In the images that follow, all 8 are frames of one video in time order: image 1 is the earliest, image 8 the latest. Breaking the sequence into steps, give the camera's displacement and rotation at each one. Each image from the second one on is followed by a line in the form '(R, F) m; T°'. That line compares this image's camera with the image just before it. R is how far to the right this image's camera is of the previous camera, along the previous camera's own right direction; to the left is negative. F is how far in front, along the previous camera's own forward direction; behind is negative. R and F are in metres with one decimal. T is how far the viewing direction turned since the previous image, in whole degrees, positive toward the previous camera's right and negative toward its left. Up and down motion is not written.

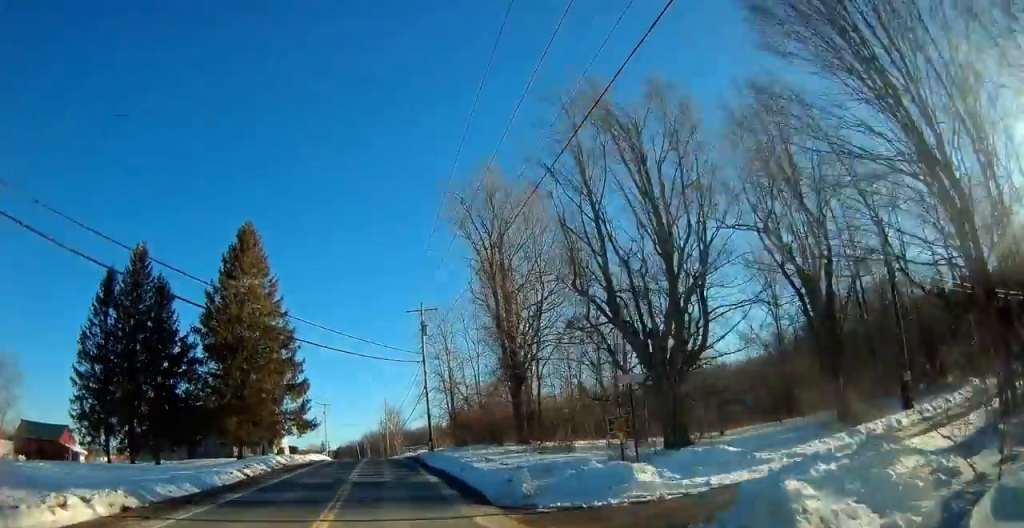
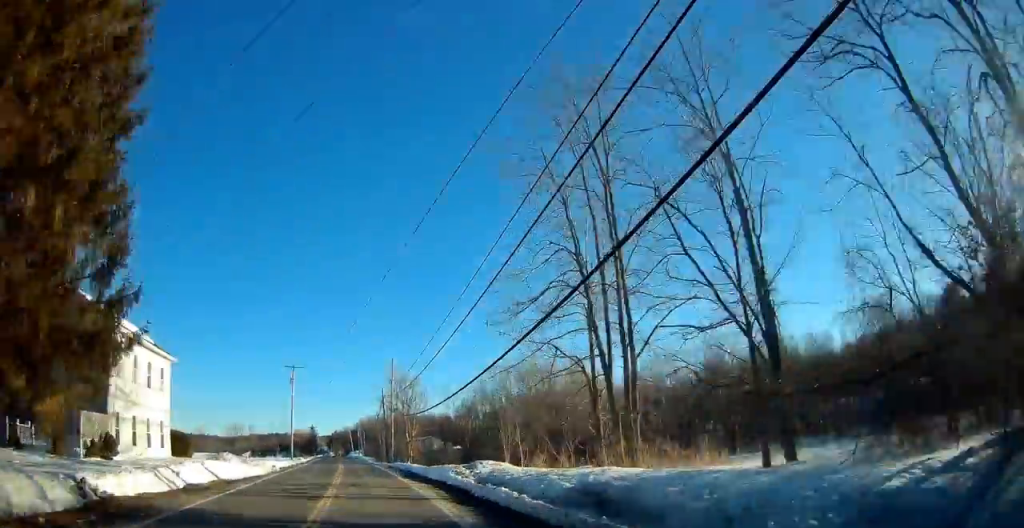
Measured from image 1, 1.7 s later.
(-0.2, +44.0) m; -2°
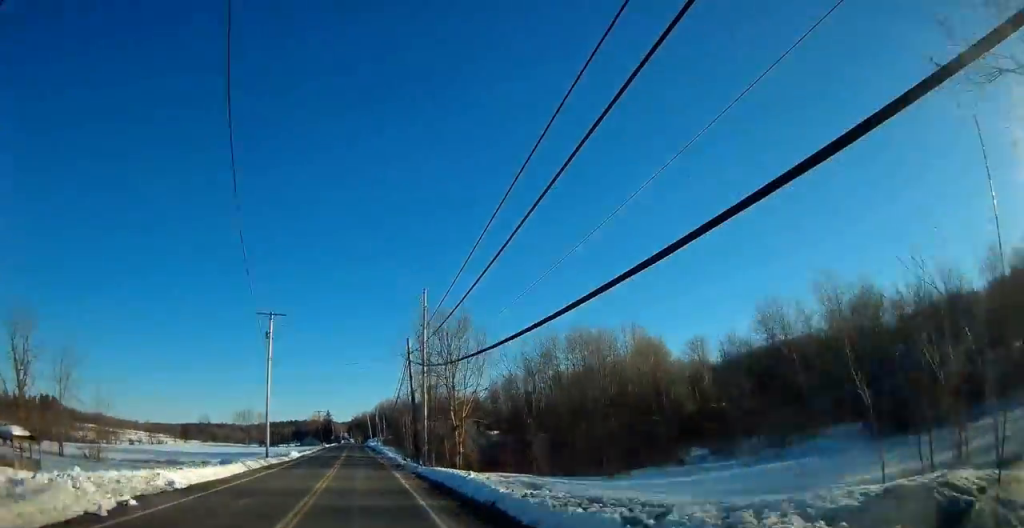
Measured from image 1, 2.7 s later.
(-0.5, +25.0) m; -2°
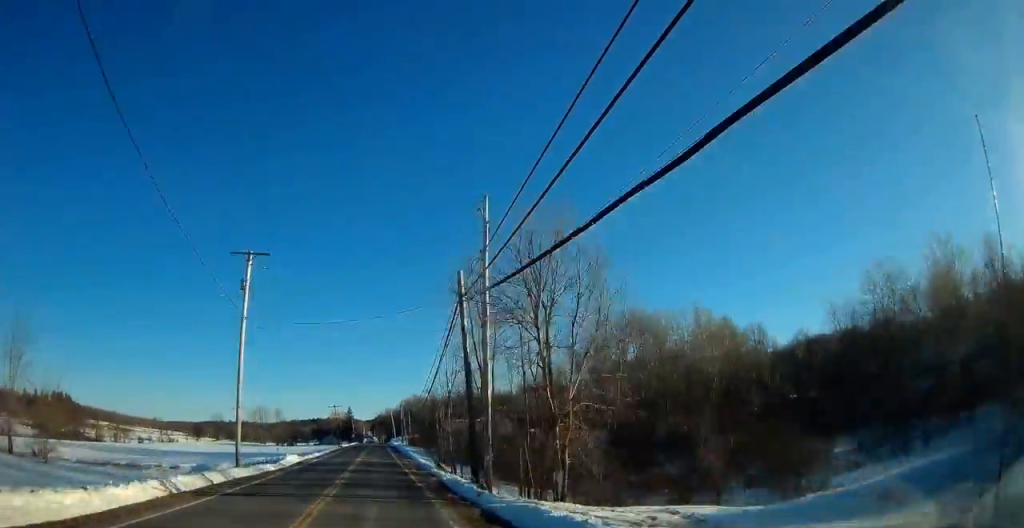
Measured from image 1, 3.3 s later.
(-0.1, +15.5) m; 0°
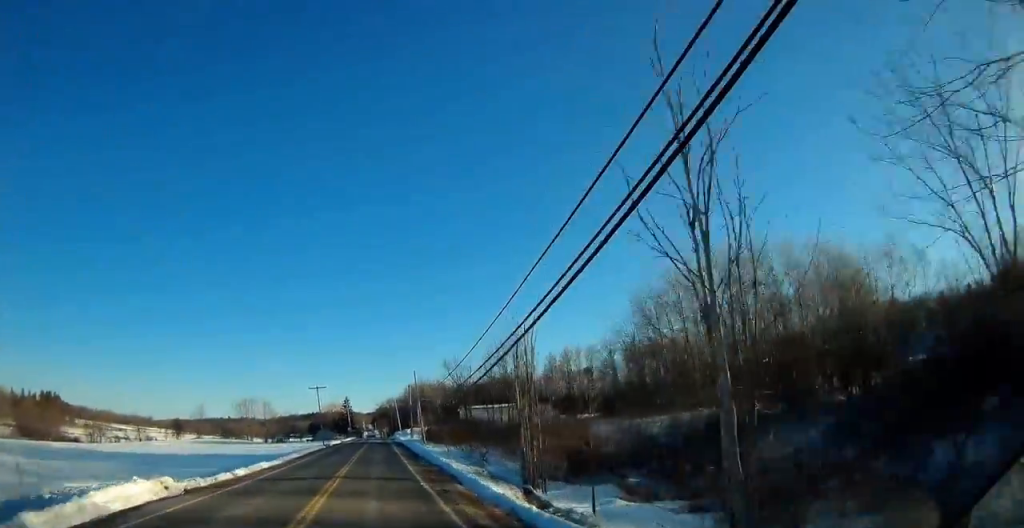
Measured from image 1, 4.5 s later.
(-0.1, +31.2) m; -1°
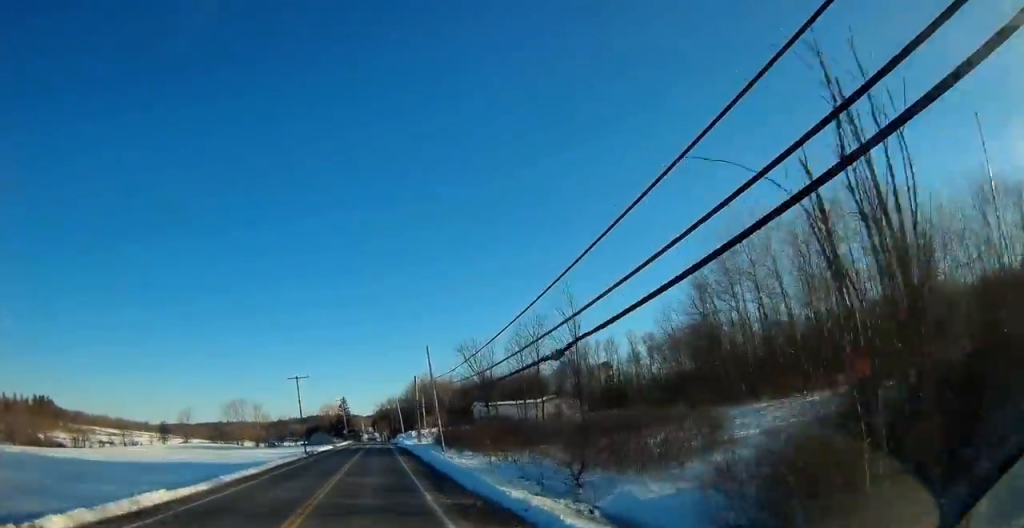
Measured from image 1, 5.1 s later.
(-0.2, +17.5) m; 0°
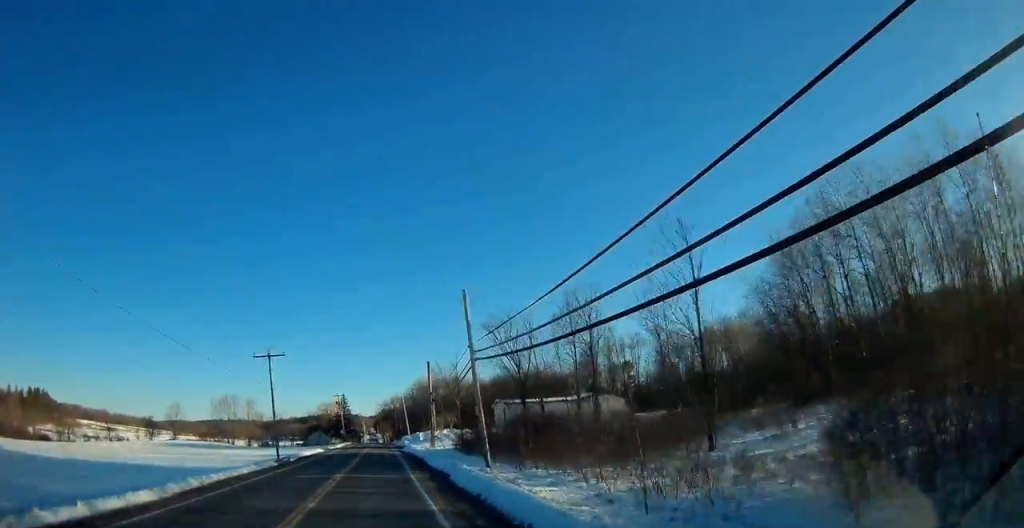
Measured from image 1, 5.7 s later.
(0.0, +15.8) m; 0°
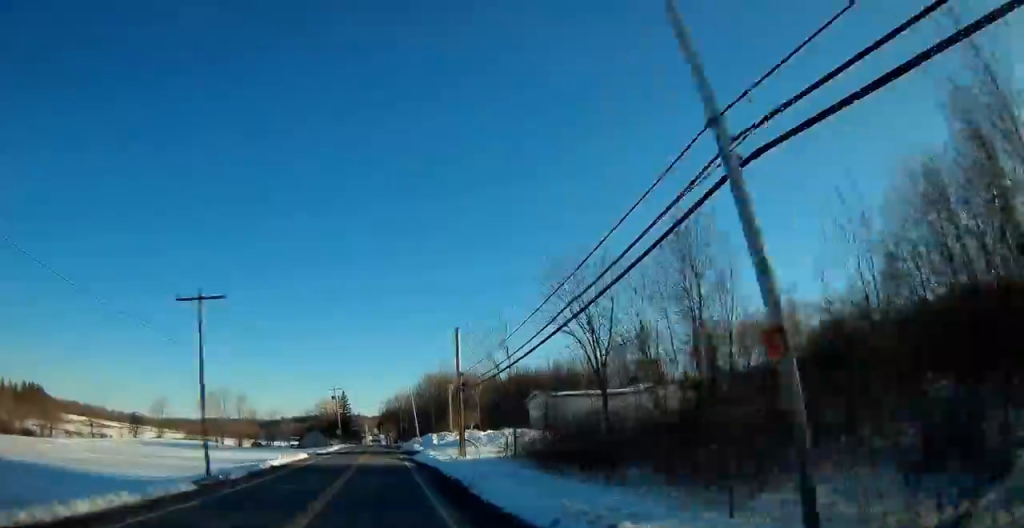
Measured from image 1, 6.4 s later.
(+0.2, +17.6) m; 0°
